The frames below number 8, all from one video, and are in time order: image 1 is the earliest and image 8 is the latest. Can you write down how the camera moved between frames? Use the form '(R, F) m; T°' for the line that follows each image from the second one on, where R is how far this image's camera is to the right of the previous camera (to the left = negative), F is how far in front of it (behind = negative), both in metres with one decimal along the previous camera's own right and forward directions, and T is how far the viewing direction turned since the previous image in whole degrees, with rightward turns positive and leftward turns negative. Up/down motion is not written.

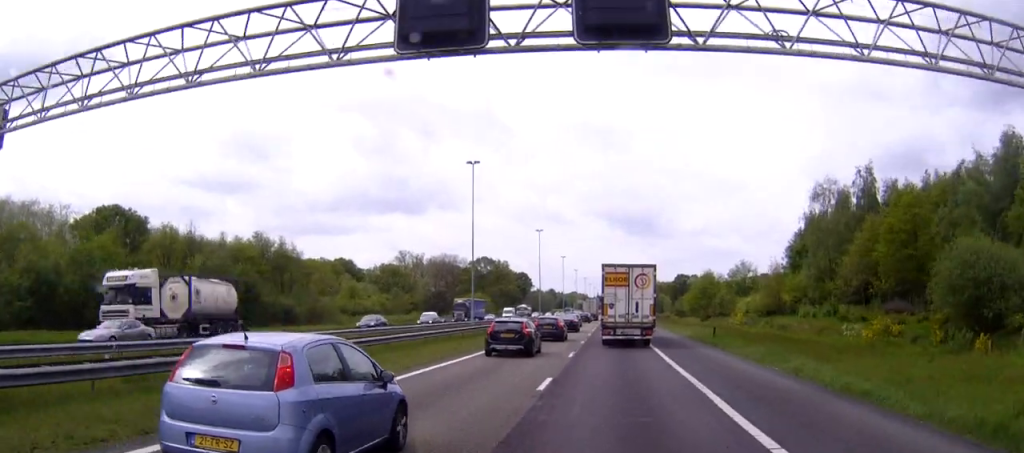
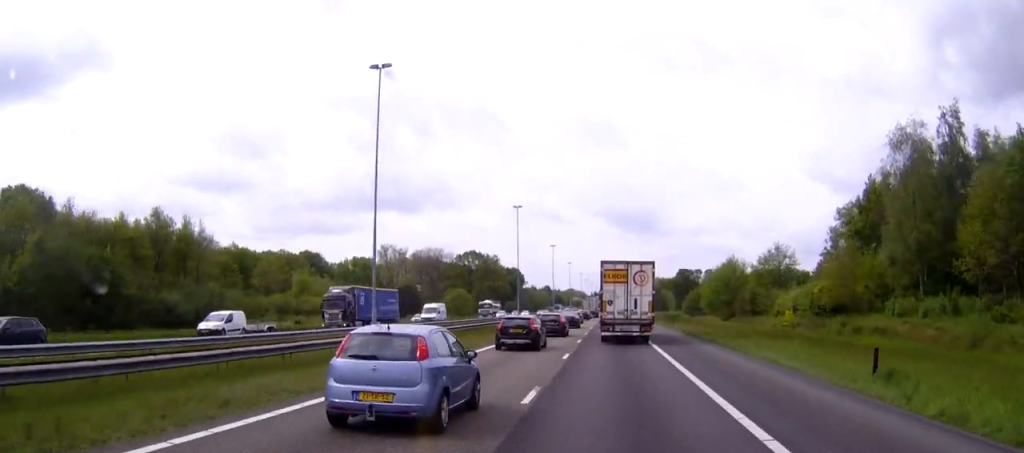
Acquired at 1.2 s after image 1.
(0.0, +26.7) m; 0°
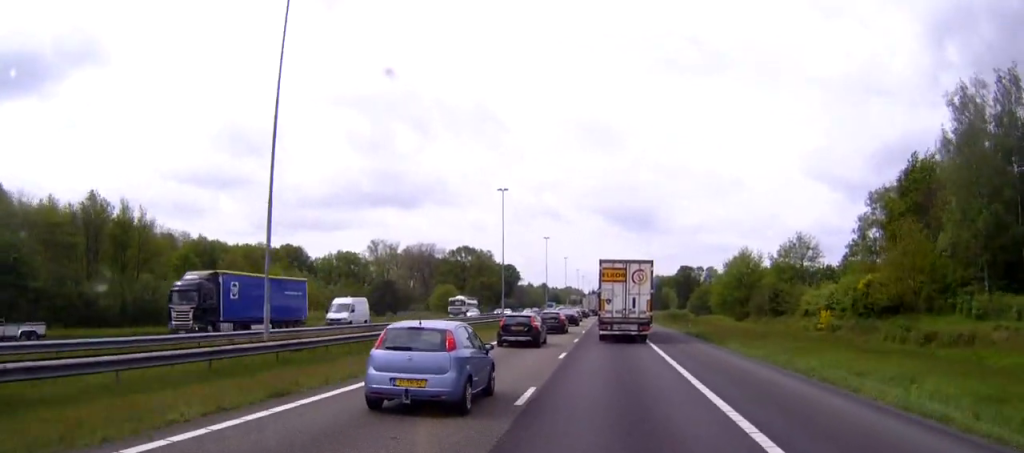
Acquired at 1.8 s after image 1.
(0.0, +12.2) m; 0°
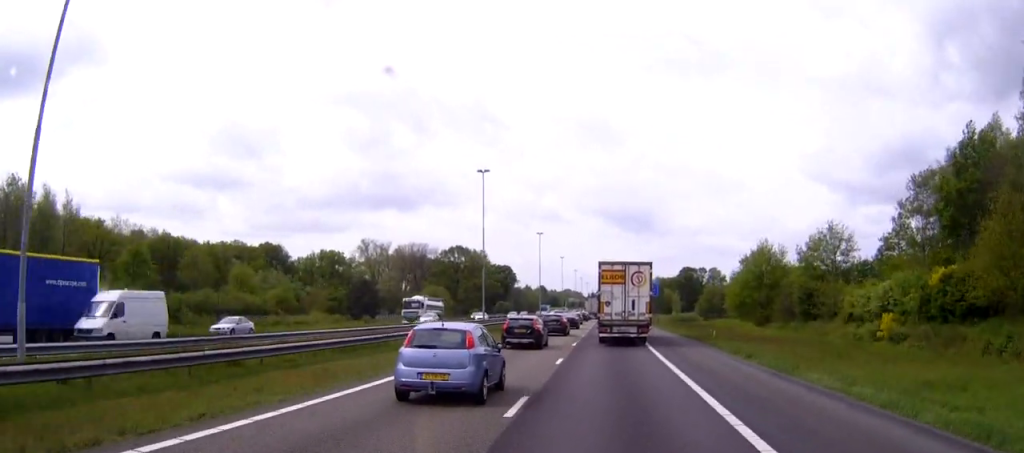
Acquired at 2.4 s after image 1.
(0.0, +12.9) m; 0°
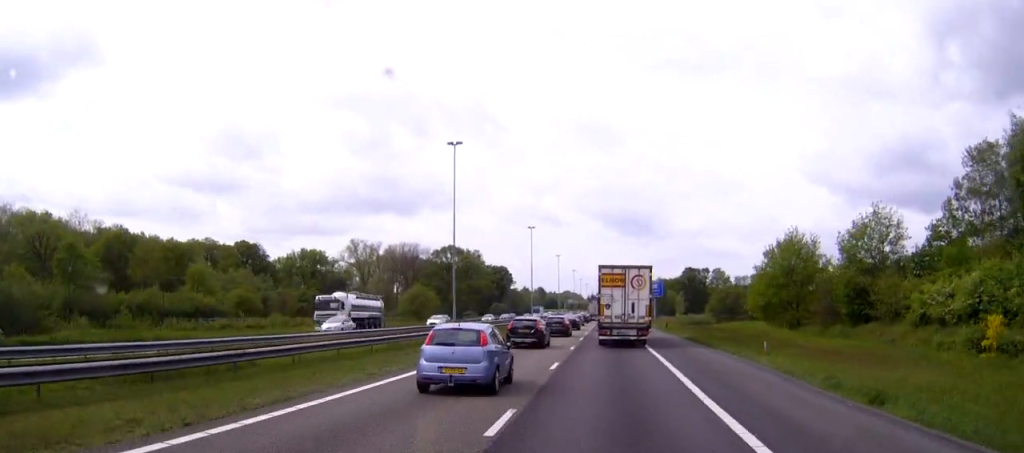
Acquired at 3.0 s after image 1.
(0.0, +13.6) m; 0°
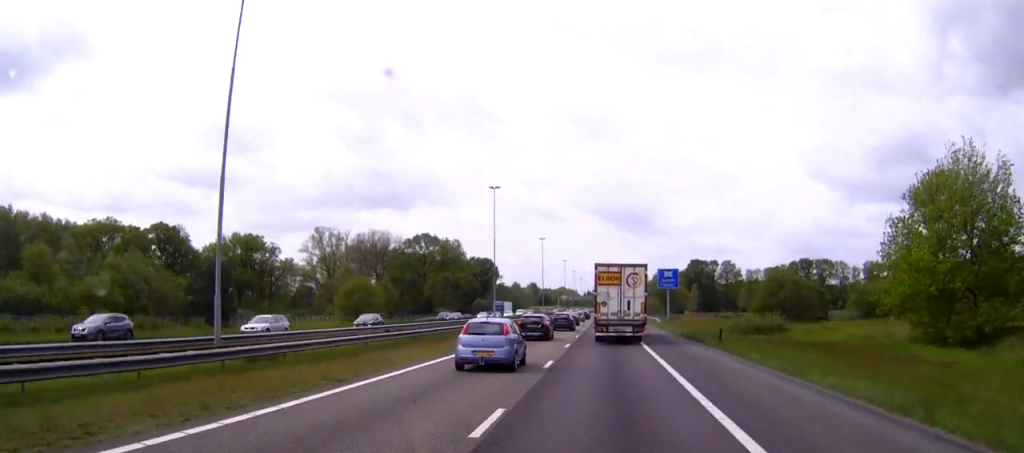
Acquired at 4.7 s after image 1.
(0.0, +36.3) m; 0°
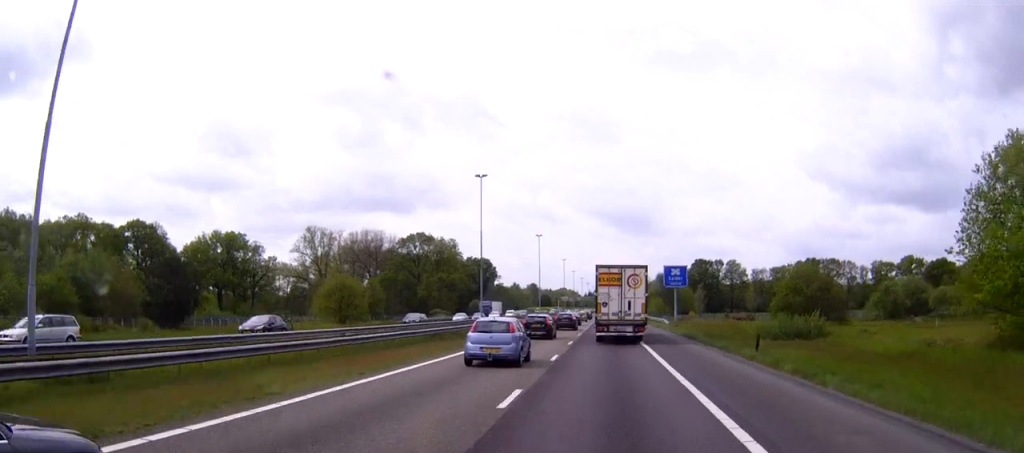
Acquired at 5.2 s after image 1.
(0.0, +9.2) m; 0°
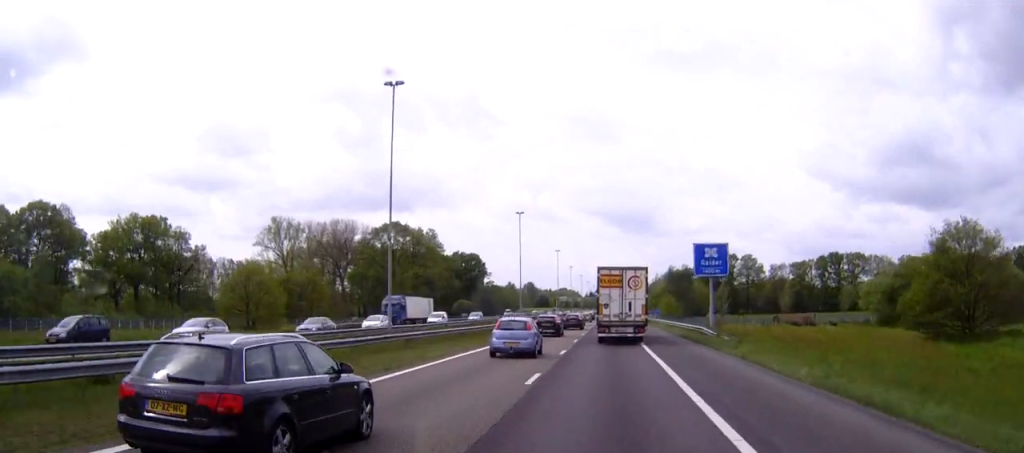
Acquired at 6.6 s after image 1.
(0.0, +30.9) m; 0°
